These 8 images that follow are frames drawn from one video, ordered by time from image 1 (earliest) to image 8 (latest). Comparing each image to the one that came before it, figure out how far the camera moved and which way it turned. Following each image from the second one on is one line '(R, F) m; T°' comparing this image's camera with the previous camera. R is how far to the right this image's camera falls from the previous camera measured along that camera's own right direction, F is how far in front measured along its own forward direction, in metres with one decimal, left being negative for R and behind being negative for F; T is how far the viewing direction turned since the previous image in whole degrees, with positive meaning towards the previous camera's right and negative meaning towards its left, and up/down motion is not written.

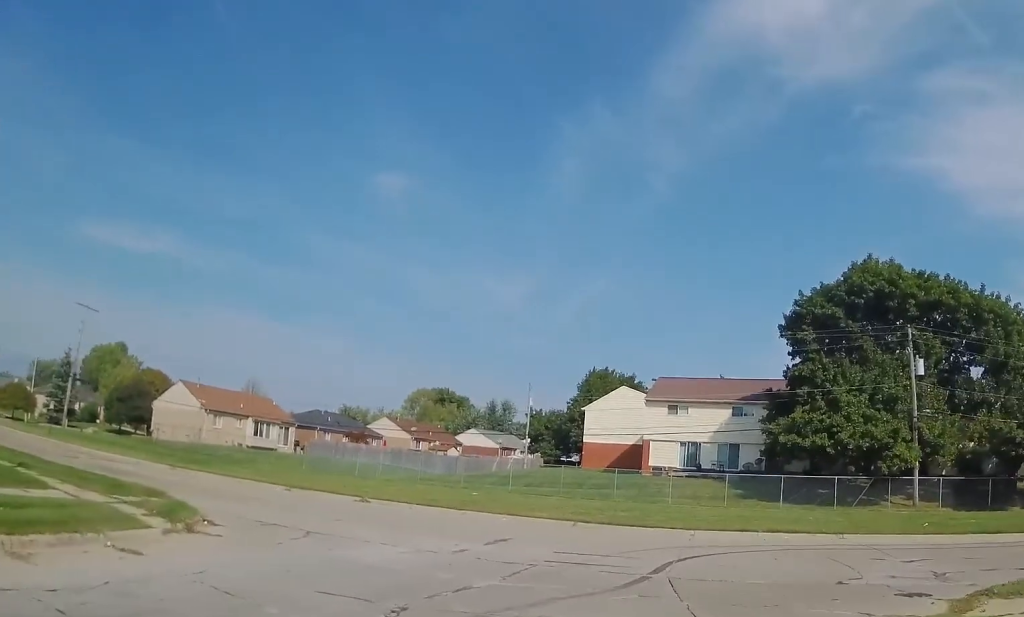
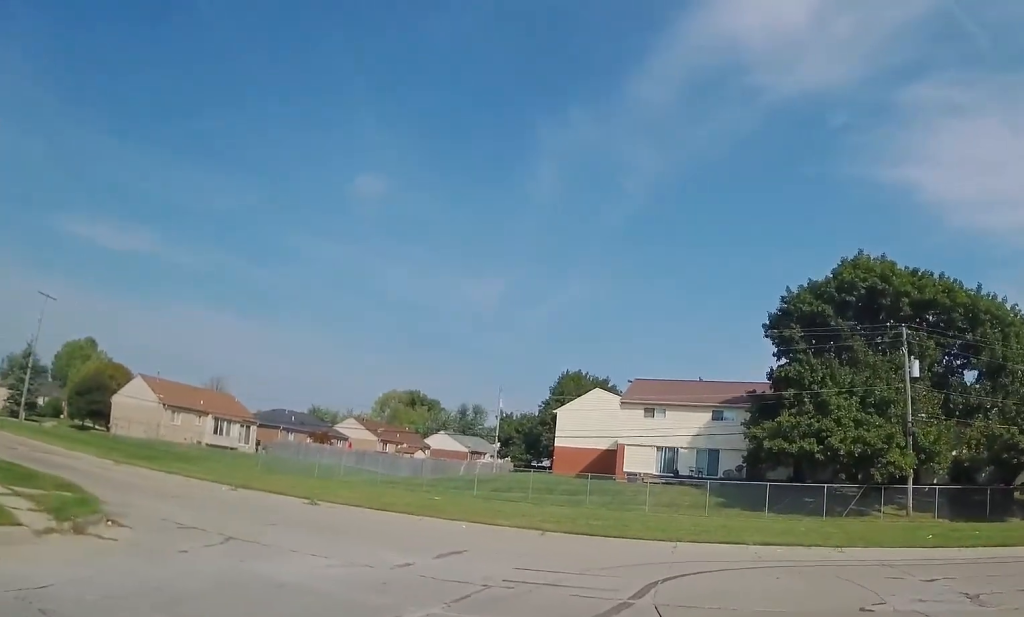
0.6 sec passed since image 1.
(0.0, +3.5) m; +3°
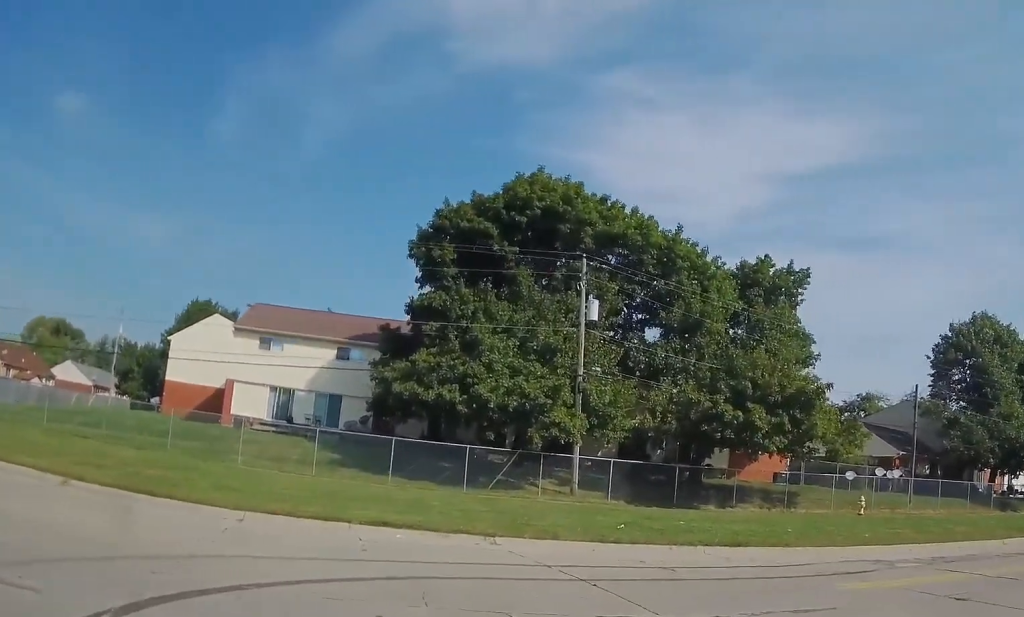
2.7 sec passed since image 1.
(+2.2, +8.8) m; +36°
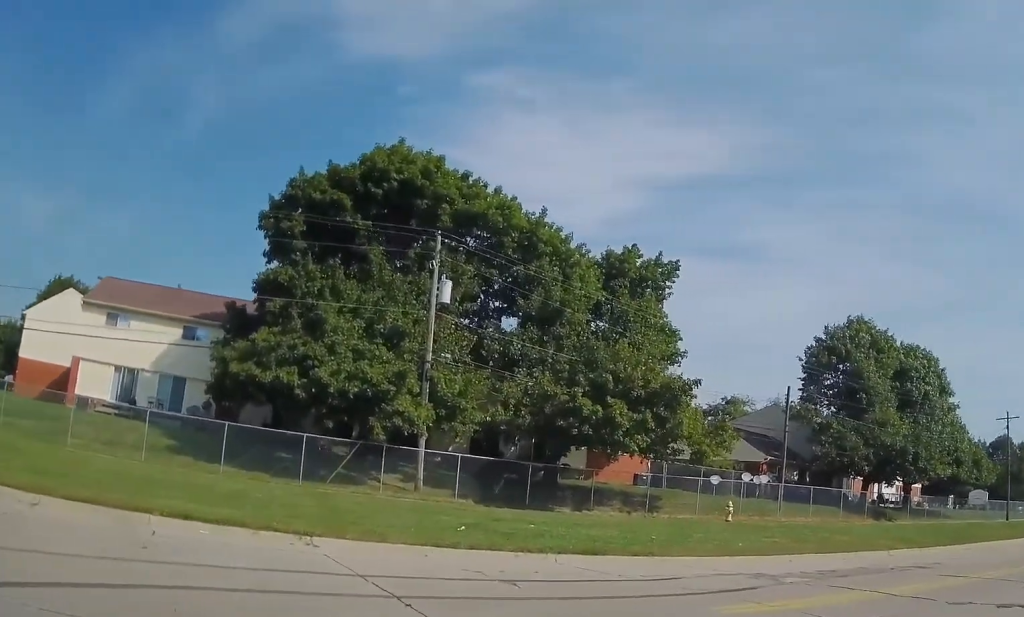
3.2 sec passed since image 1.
(0.0, +2.2) m; +10°
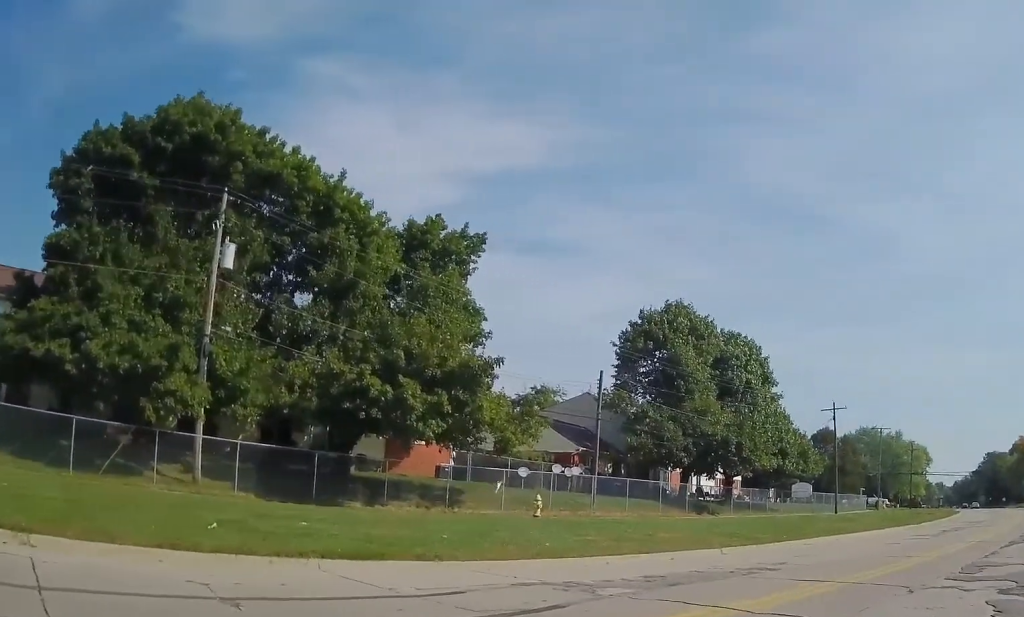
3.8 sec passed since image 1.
(+0.5, +2.8) m; +16°
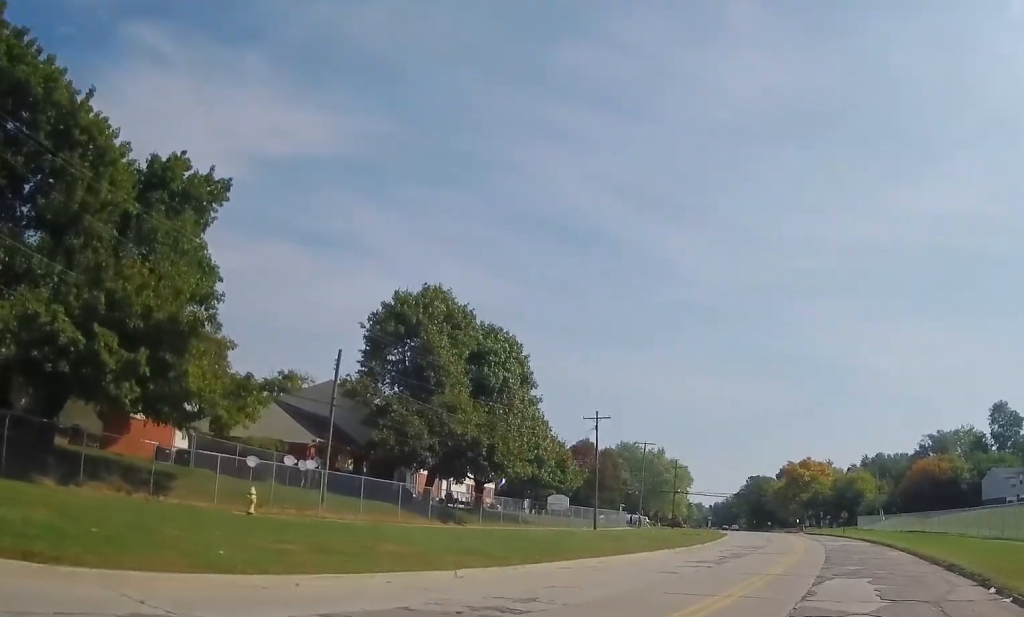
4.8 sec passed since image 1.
(+0.9, +4.4) m; +21°
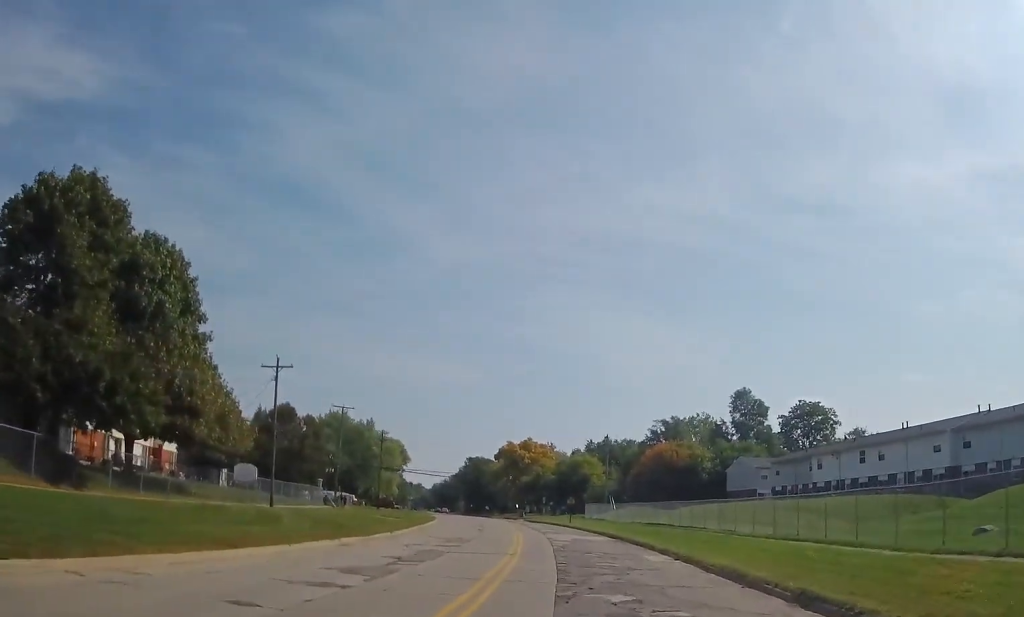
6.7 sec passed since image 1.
(+2.5, +12.0) m; +15°
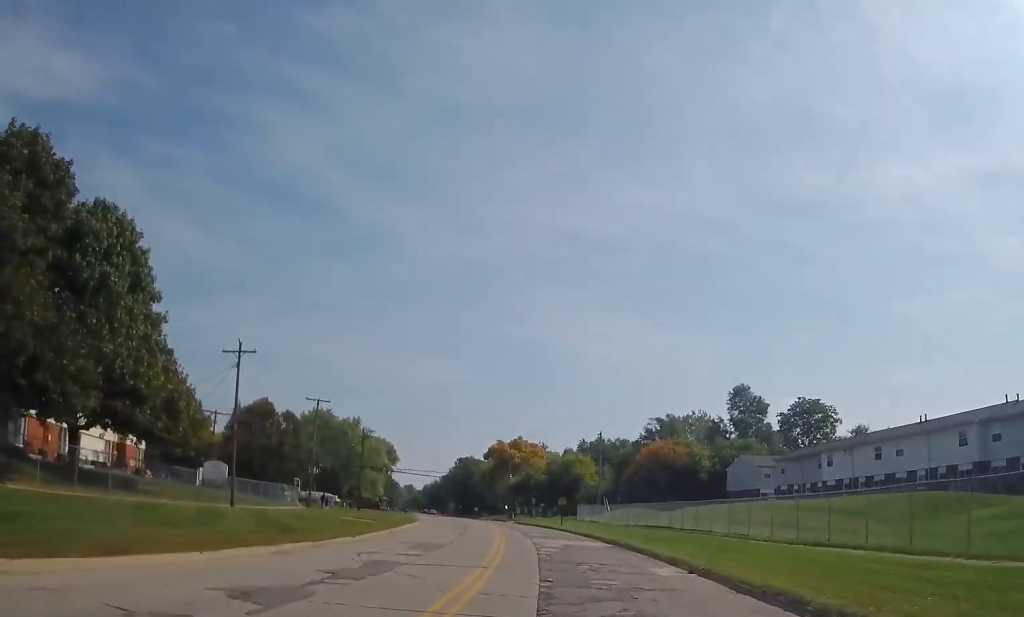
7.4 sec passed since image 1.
(-0.1, +5.2) m; +2°
